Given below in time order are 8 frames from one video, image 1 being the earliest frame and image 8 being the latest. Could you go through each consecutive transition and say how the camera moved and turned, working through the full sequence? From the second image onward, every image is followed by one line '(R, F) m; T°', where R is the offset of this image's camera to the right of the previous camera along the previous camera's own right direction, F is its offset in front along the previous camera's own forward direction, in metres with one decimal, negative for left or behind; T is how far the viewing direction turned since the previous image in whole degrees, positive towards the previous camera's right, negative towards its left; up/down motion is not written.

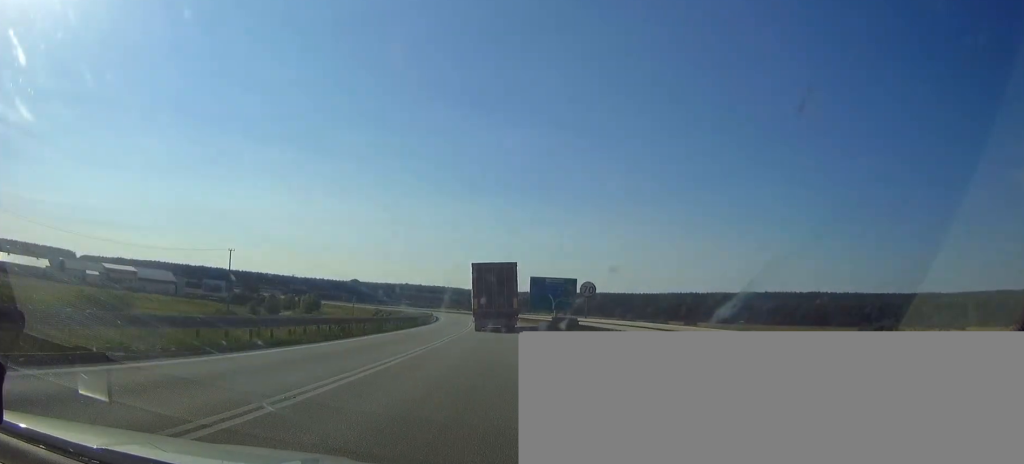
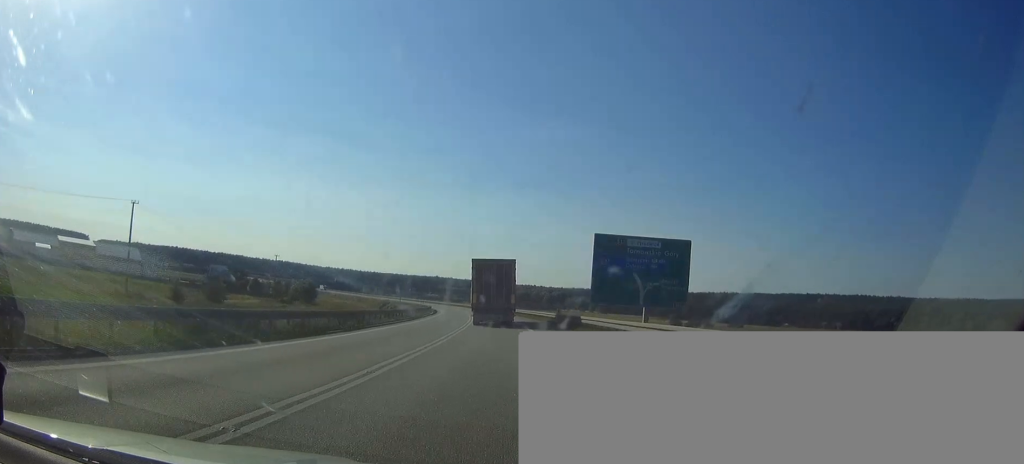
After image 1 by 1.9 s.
(-1.1, +45.2) m; -3°
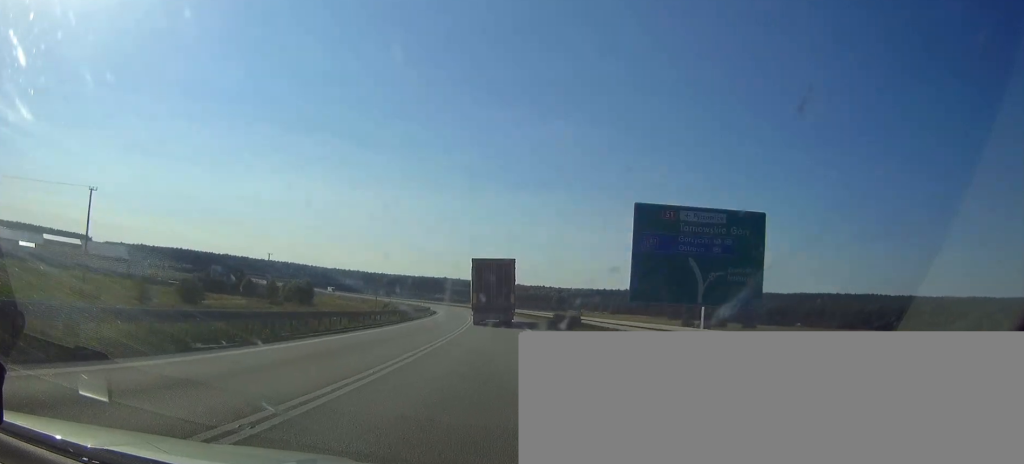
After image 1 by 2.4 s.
(-0.1, +11.8) m; -1°
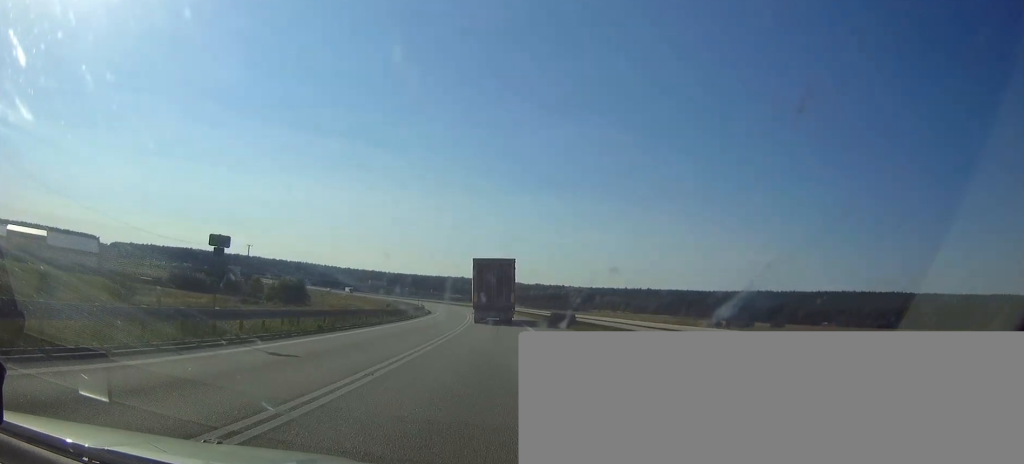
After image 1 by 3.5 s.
(-0.1, +25.2) m; -1°
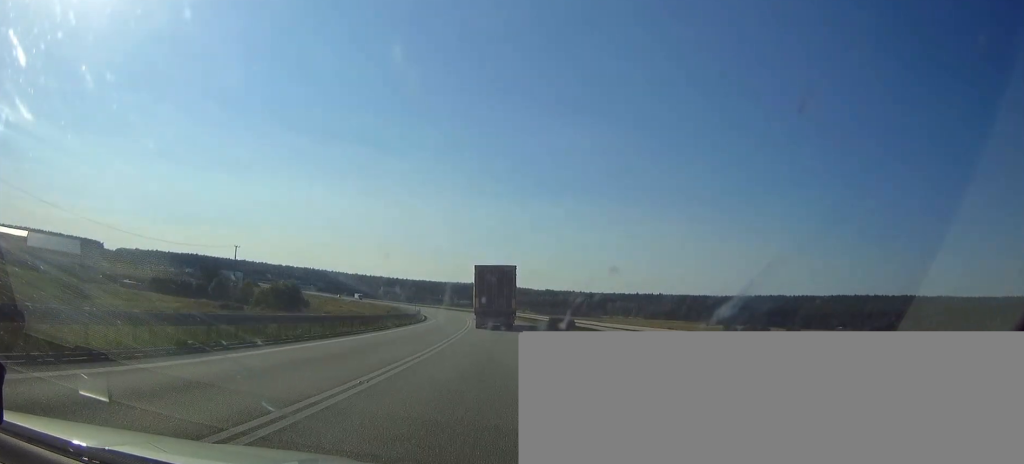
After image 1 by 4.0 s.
(-0.3, +12.5) m; -1°
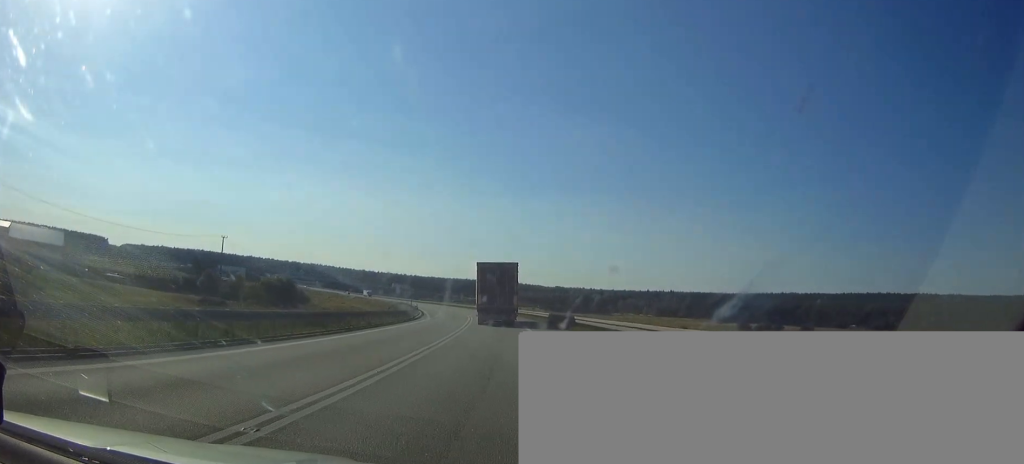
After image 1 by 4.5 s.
(-0.1, +11.0) m; -1°
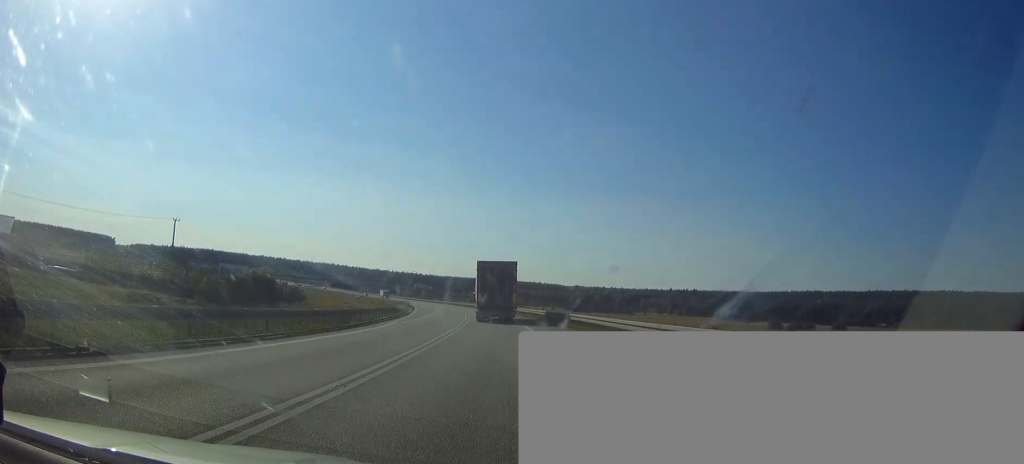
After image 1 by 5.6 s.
(-0.3, +26.6) m; -1°
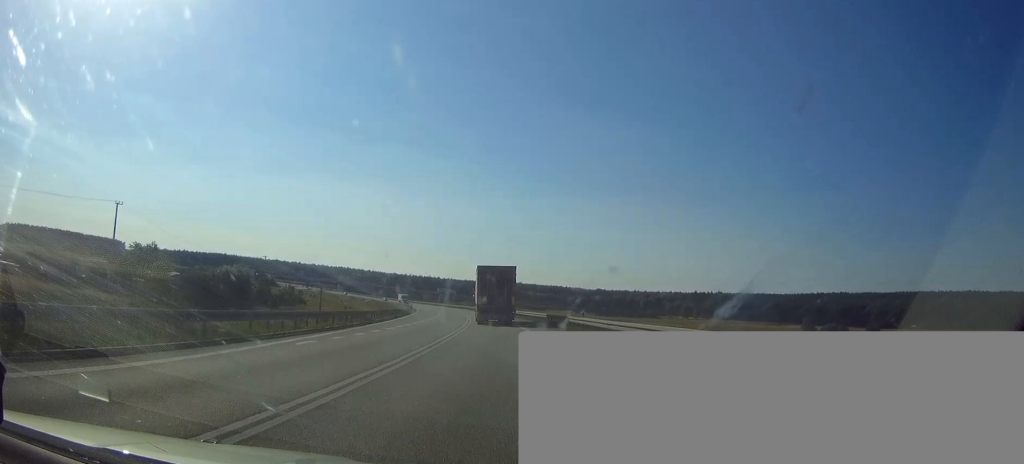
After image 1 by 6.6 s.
(-0.3, +22.6) m; -2°
